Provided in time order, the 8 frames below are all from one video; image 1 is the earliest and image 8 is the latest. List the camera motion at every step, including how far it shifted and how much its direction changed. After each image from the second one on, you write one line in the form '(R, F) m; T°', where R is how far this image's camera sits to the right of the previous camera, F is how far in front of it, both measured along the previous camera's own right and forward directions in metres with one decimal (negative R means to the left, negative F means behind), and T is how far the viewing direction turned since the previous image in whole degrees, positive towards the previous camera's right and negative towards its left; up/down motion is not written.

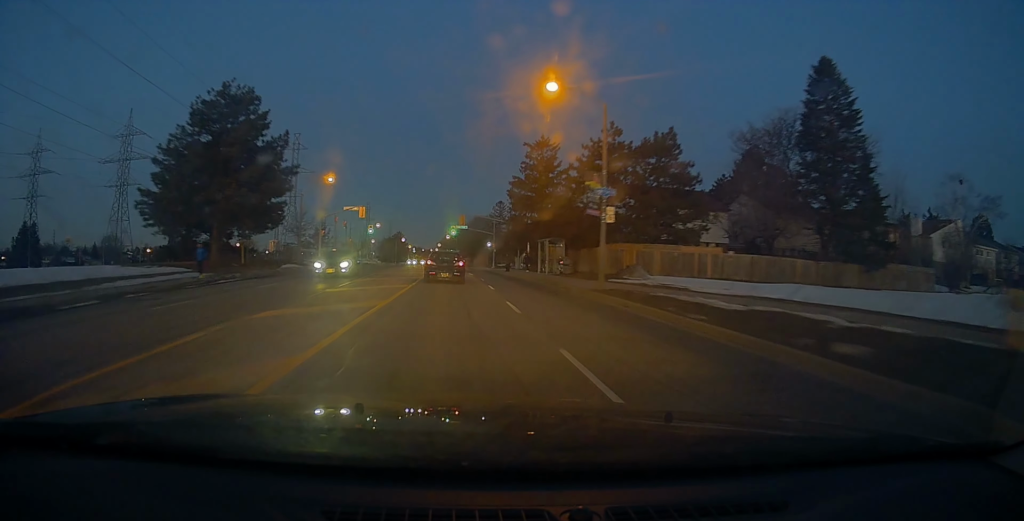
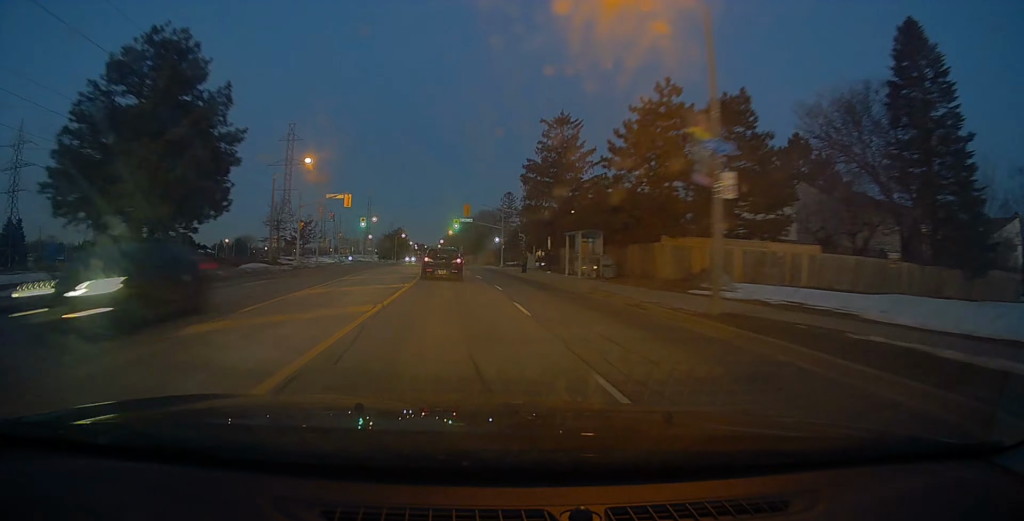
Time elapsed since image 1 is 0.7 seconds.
(+0.3, +9.9) m; +1°
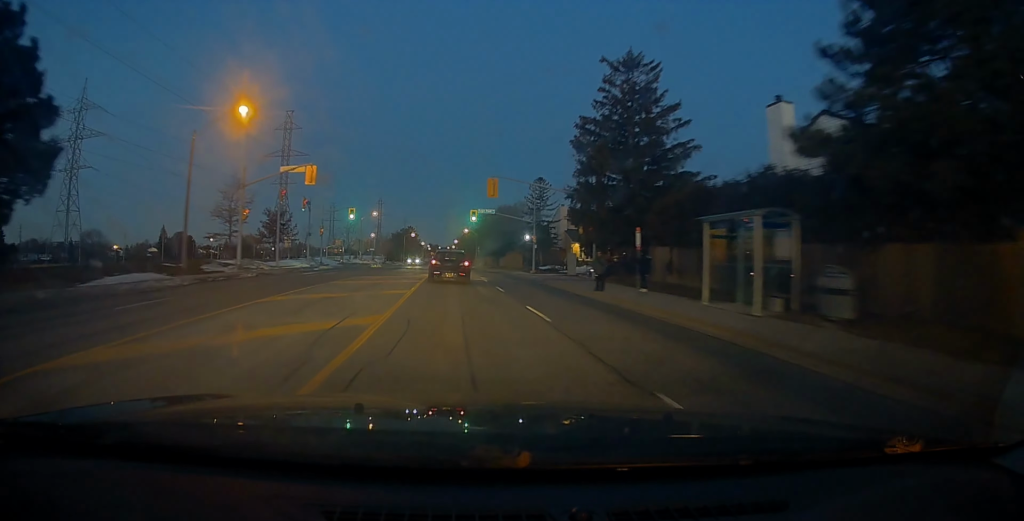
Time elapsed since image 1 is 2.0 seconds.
(+0.1, +17.9) m; 0°
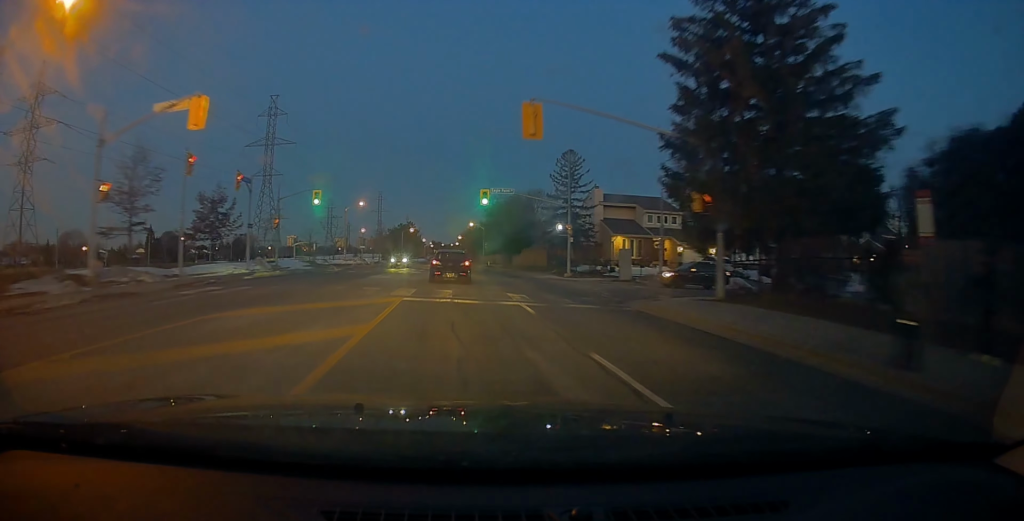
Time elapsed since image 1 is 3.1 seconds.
(-0.2, +16.4) m; -3°
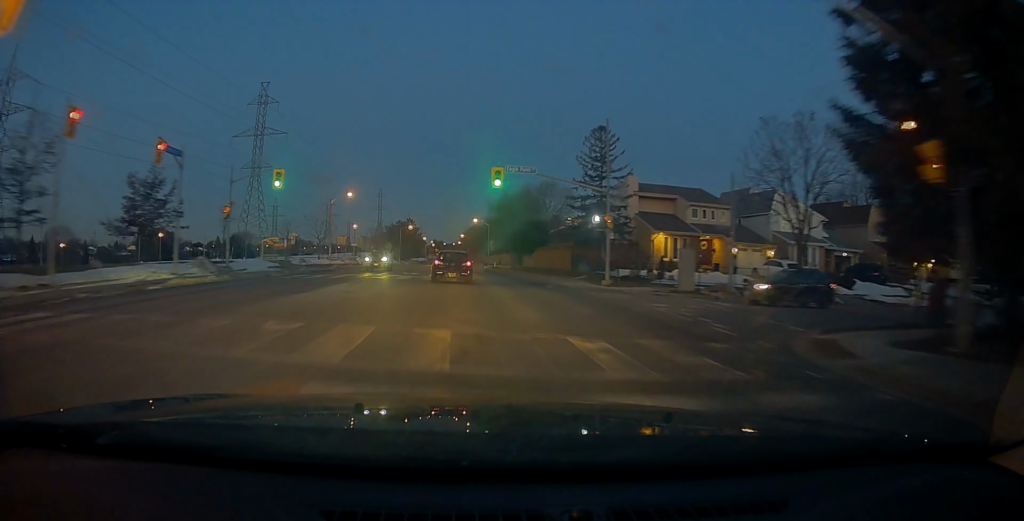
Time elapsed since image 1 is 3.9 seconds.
(-0.4, +10.2) m; -2°
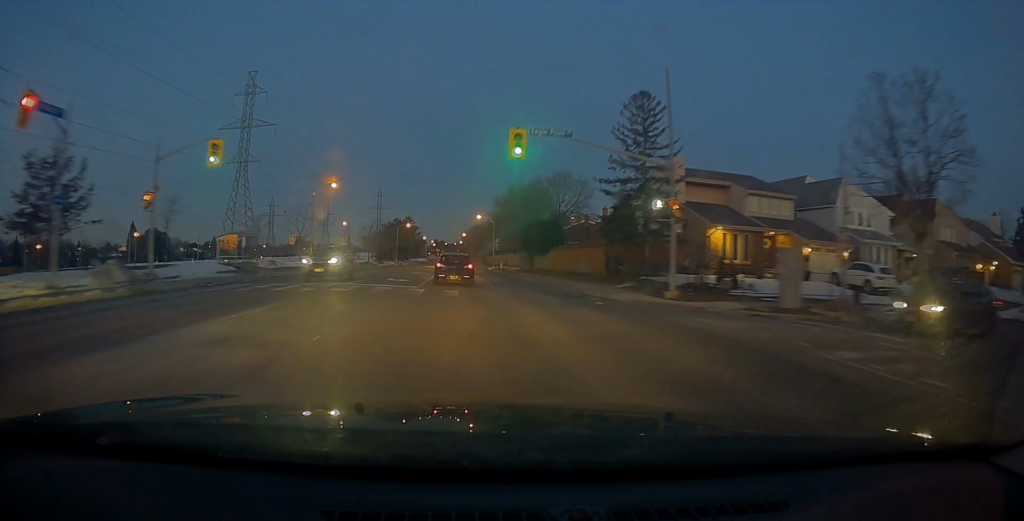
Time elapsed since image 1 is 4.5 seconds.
(+0.1, +9.3) m; 0°
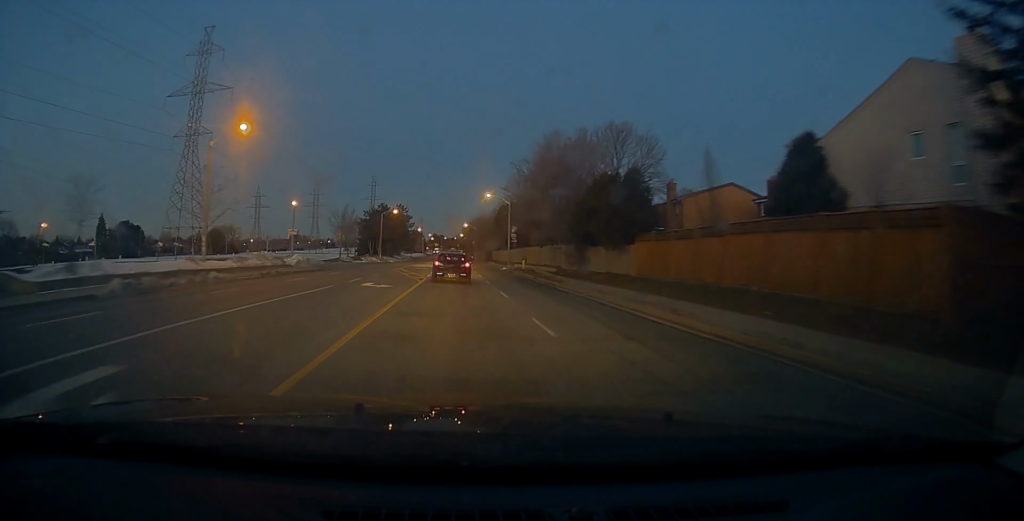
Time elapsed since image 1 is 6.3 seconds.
(+0.5, +24.9) m; +2°
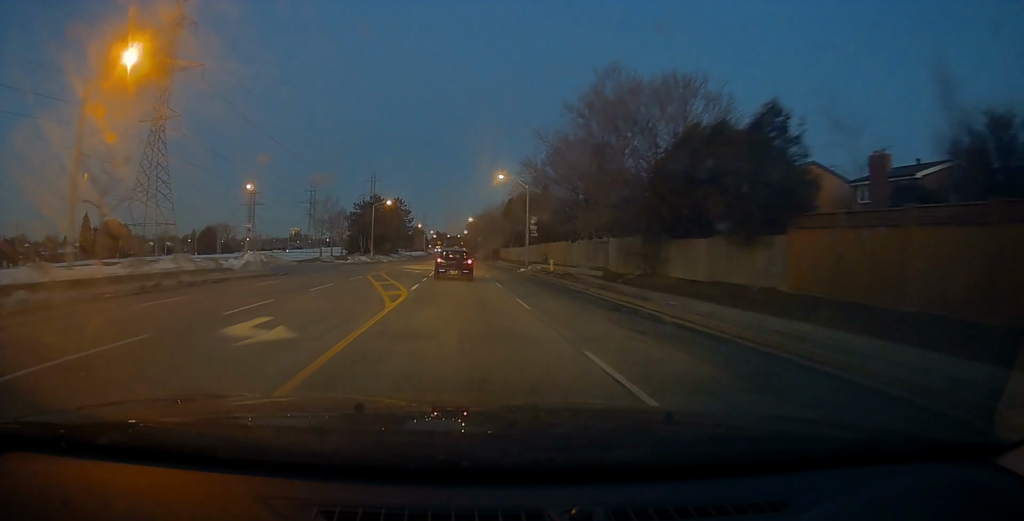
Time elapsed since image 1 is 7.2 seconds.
(+0.2, +13.1) m; 0°
